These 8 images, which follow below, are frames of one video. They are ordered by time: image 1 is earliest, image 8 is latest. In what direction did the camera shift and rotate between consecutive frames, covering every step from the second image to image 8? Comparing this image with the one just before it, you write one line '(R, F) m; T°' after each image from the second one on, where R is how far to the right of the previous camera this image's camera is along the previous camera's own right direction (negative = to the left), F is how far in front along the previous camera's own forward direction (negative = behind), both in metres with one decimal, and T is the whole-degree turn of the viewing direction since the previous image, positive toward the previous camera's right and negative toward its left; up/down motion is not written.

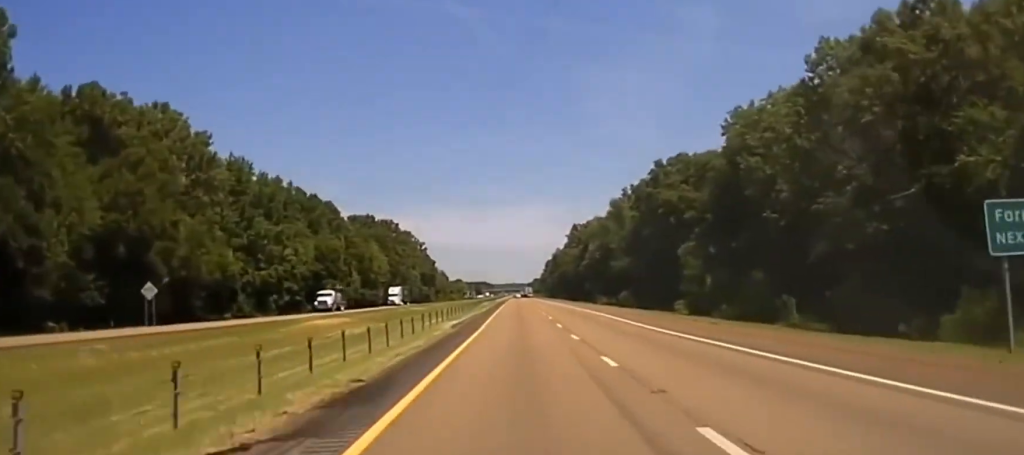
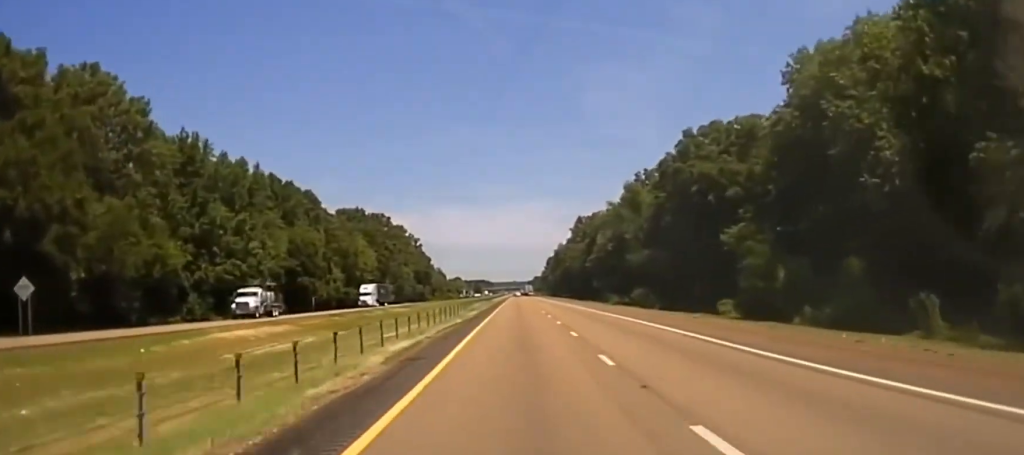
(-0.3, +24.4) m; 0°
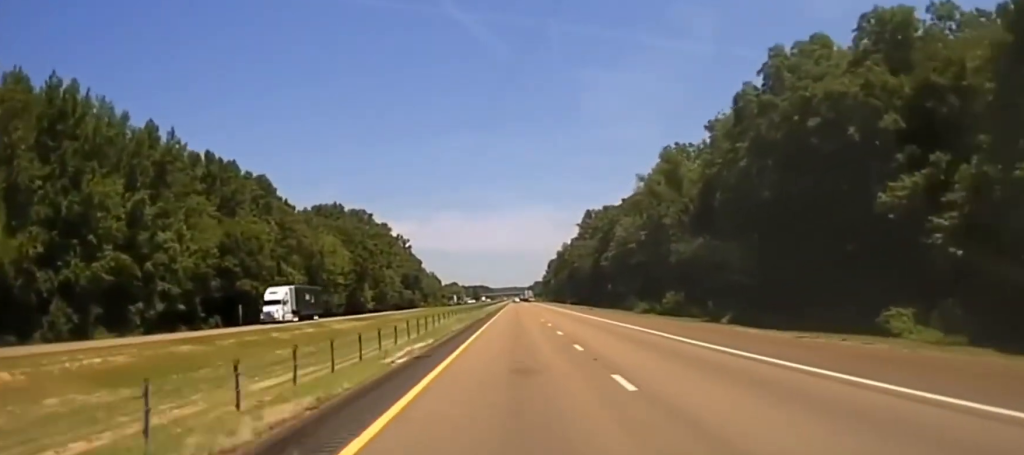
(0.0, +41.1) m; 0°
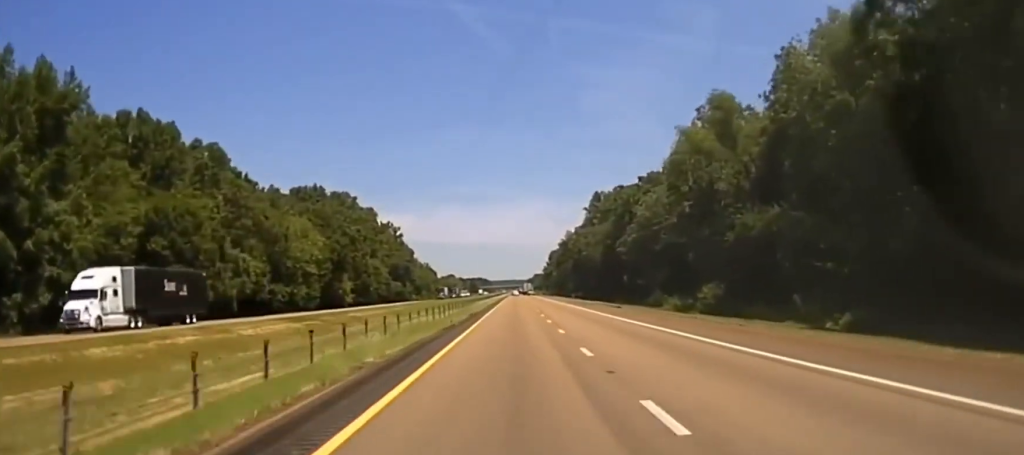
(+0.2, +29.7) m; 0°
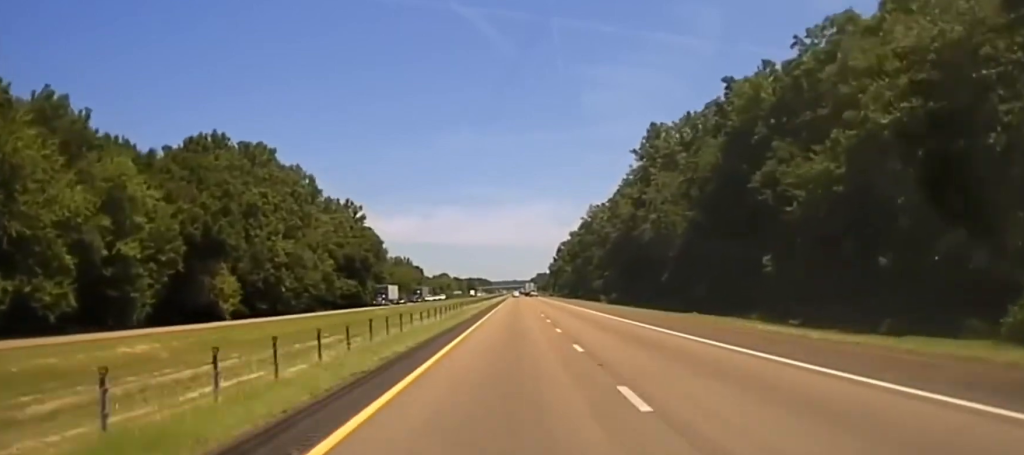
(-0.3, +94.9) m; 0°
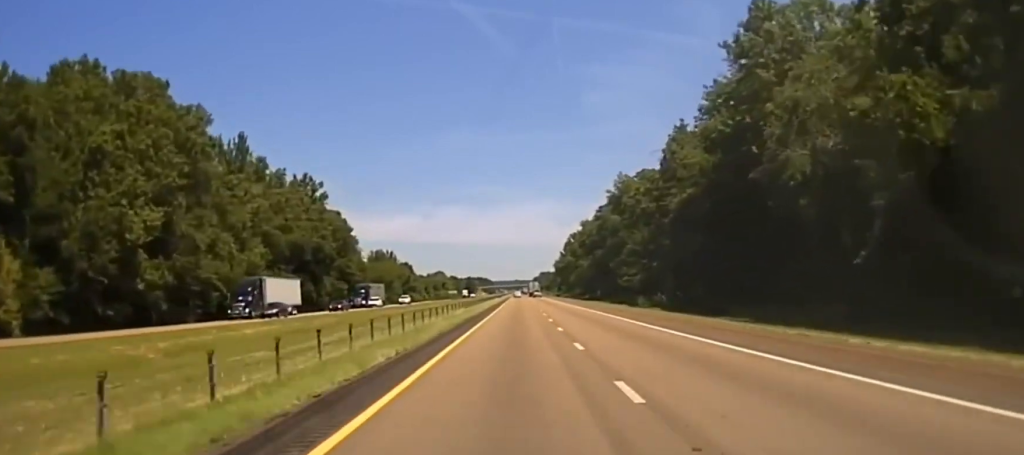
(-0.2, +57.9) m; 0°
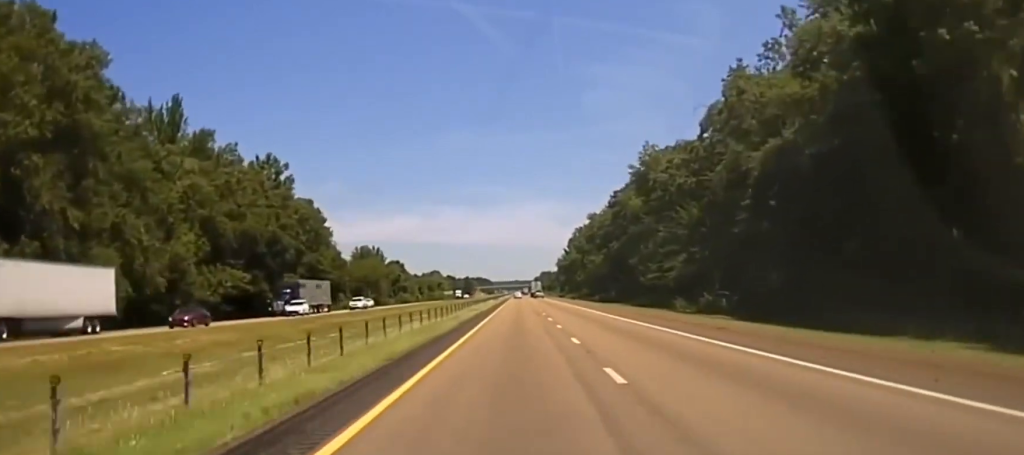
(0.0, +35.5) m; 0°
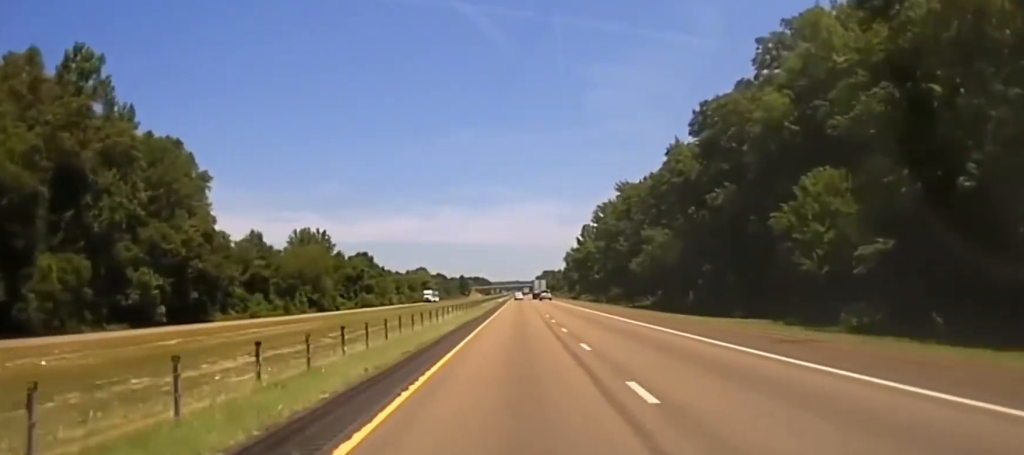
(+0.4, +84.9) m; 0°
